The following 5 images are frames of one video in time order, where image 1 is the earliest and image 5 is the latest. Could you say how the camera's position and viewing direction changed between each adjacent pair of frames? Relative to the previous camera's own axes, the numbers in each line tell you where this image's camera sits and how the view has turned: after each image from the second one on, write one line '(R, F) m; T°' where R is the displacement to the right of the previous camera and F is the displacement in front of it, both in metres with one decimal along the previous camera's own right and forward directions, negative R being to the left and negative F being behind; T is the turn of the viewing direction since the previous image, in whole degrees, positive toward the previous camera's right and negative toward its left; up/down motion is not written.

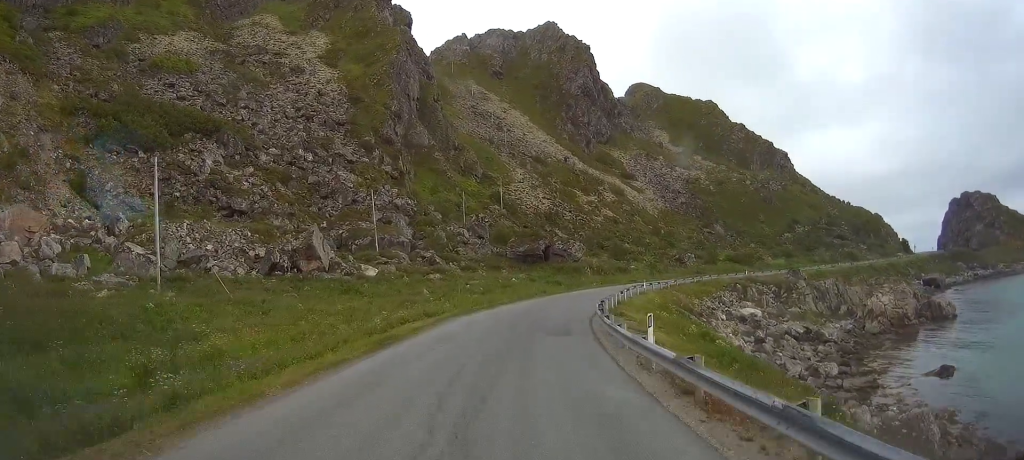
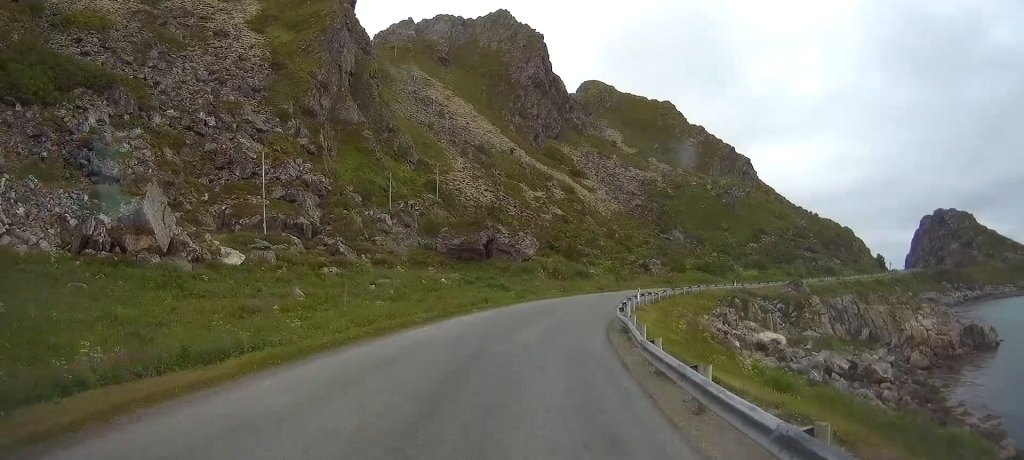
(+0.5, +20.9) m; +4°
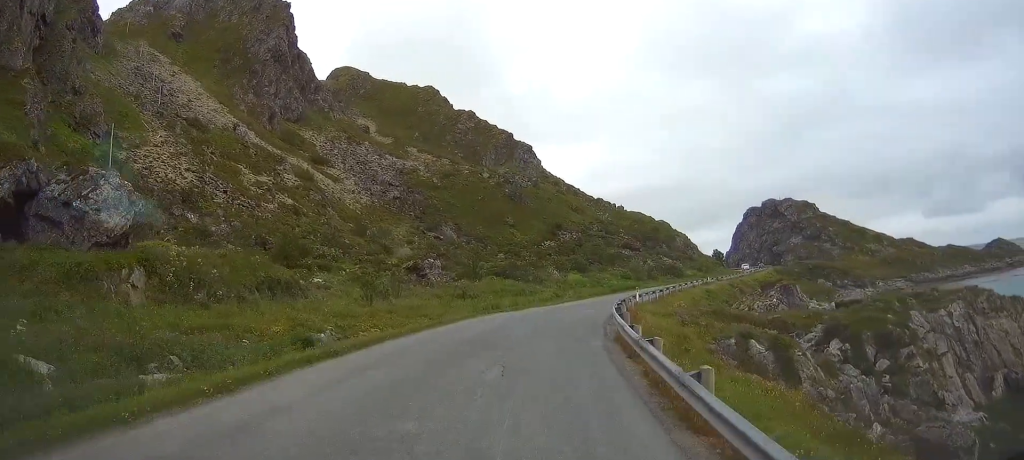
(+7.8, +48.2) m; +20°
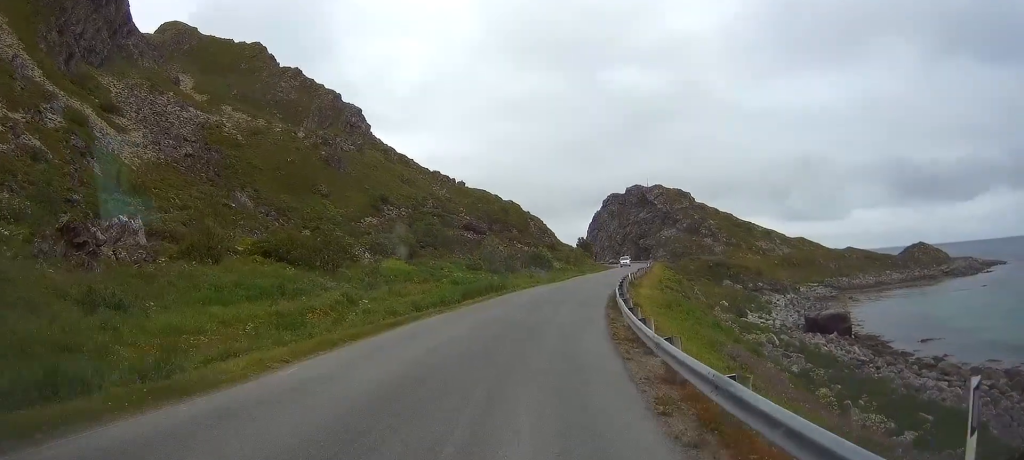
(+4.9, +36.4) m; +15°
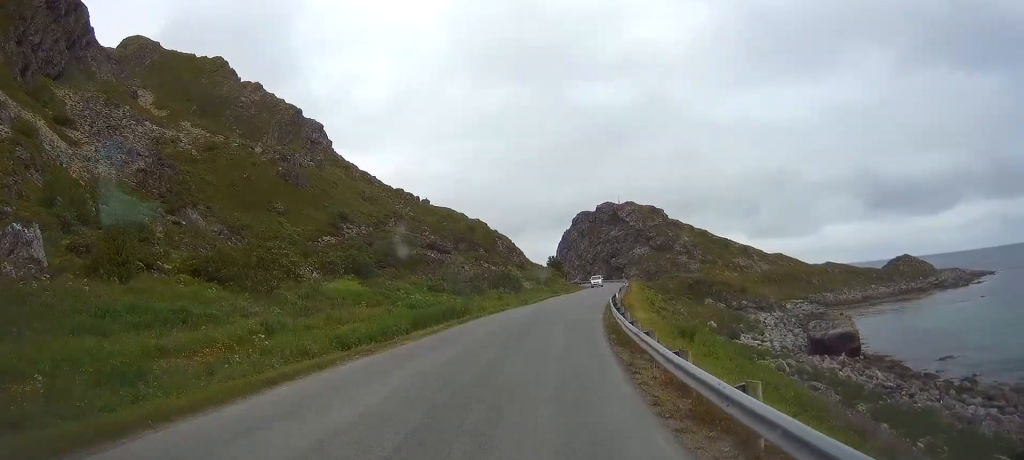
(+0.2, +8.0) m; +3°
